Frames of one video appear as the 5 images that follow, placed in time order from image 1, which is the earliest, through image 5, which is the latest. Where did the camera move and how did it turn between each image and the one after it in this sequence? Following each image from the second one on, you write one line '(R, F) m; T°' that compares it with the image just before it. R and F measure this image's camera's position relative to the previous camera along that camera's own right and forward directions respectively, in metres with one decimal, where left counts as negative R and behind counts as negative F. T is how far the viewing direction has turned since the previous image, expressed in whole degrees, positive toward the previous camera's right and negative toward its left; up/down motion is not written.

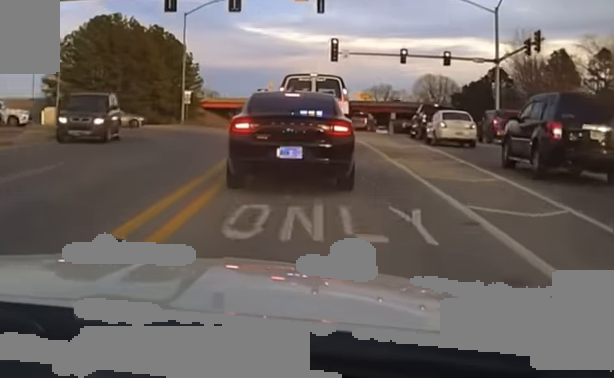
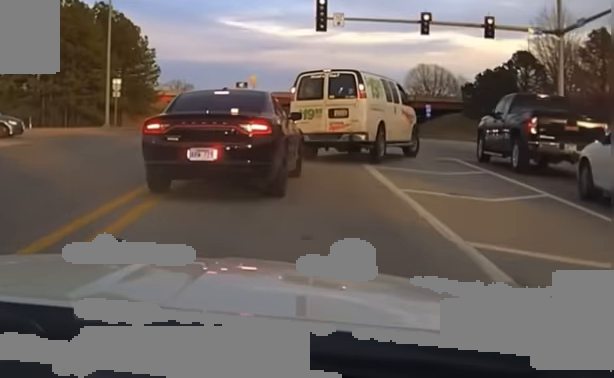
(+0.2, +20.2) m; +1°
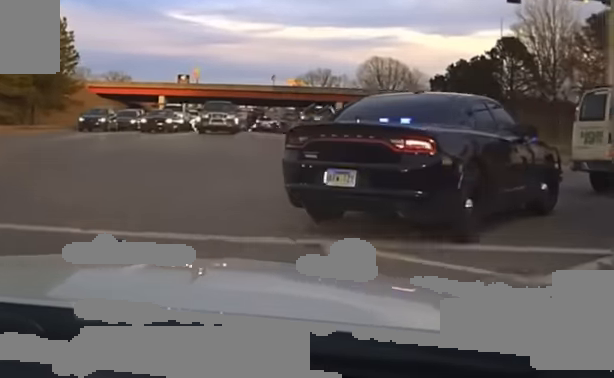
(+0.1, +13.2) m; +10°
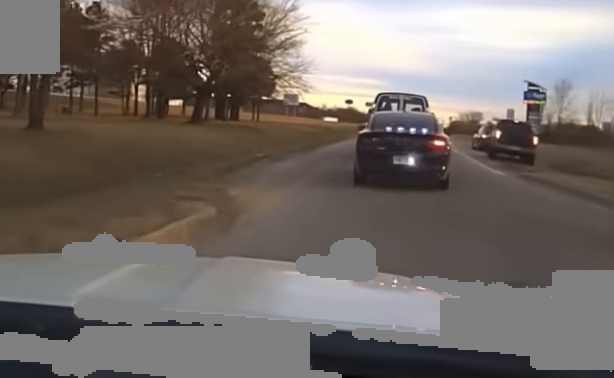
(+13.3, +19.6) m; +60°
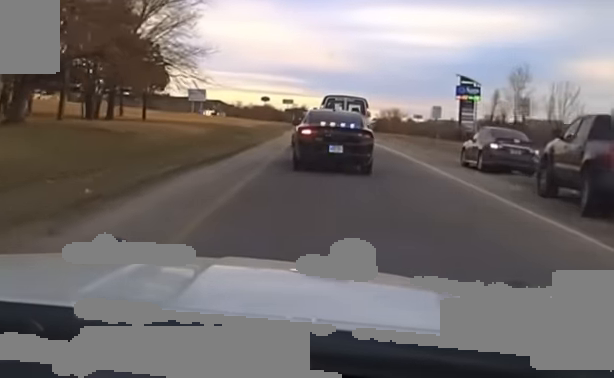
(+1.6, +16.7) m; +8°
